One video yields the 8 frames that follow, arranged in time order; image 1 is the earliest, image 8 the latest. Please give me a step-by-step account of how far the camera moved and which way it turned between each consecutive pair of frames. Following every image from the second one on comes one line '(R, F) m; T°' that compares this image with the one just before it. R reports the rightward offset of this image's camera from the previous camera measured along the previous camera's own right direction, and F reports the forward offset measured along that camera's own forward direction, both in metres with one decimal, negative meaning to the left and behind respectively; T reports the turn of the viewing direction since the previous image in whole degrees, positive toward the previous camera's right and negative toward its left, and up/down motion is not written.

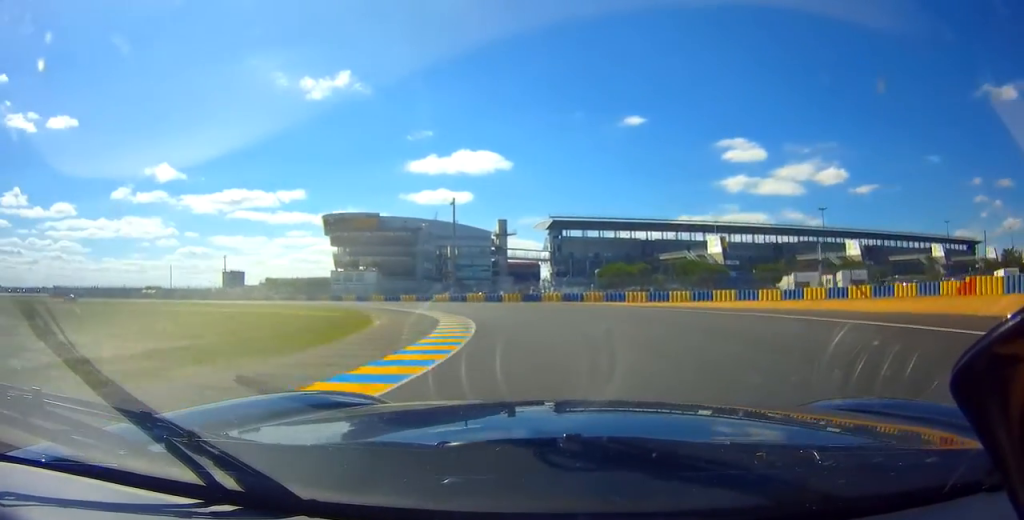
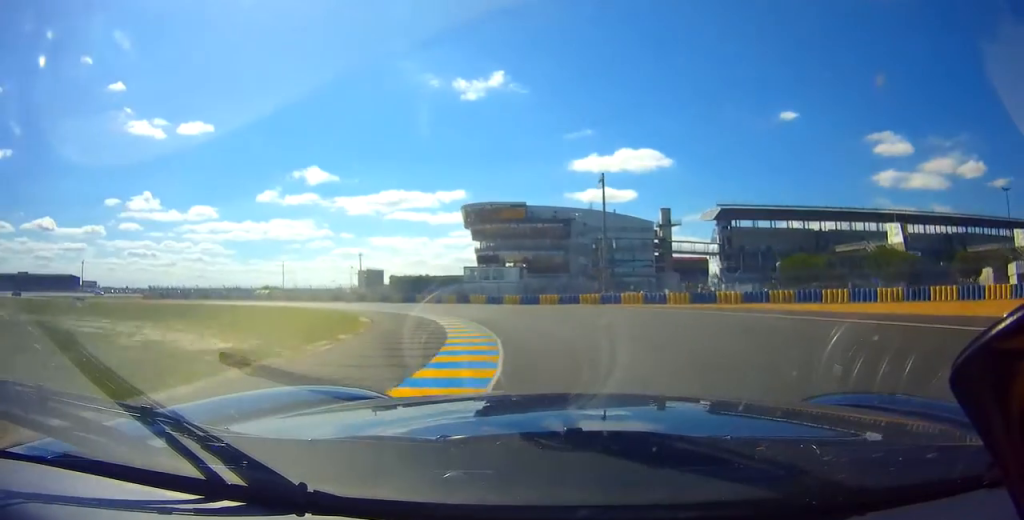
(-1.7, +18.2) m; -17°
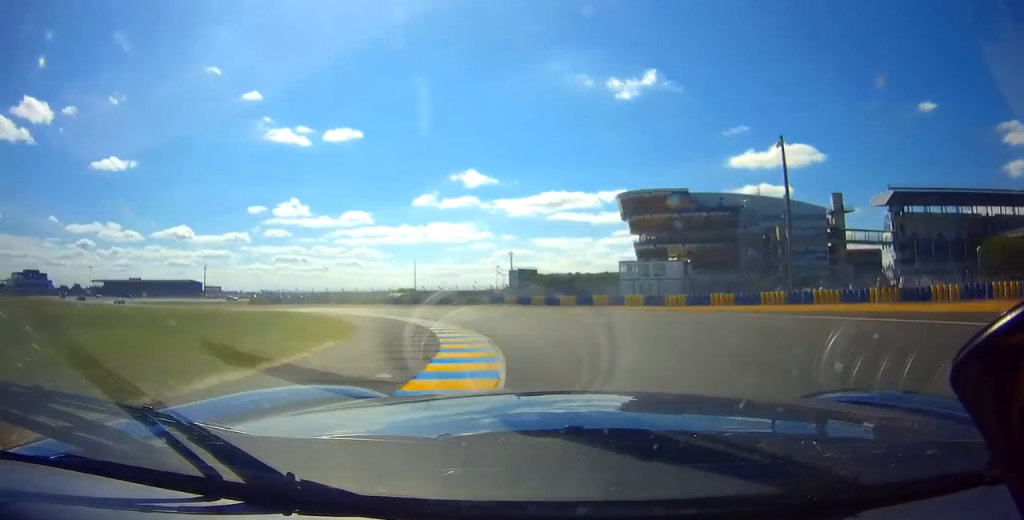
(-3.1, +15.8) m; -15°
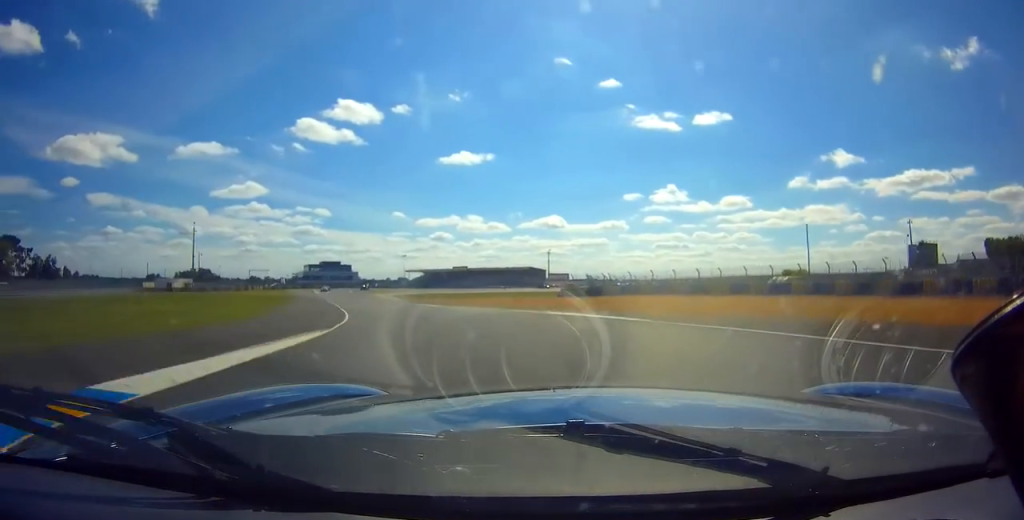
(-14.2, +42.7) m; -32°
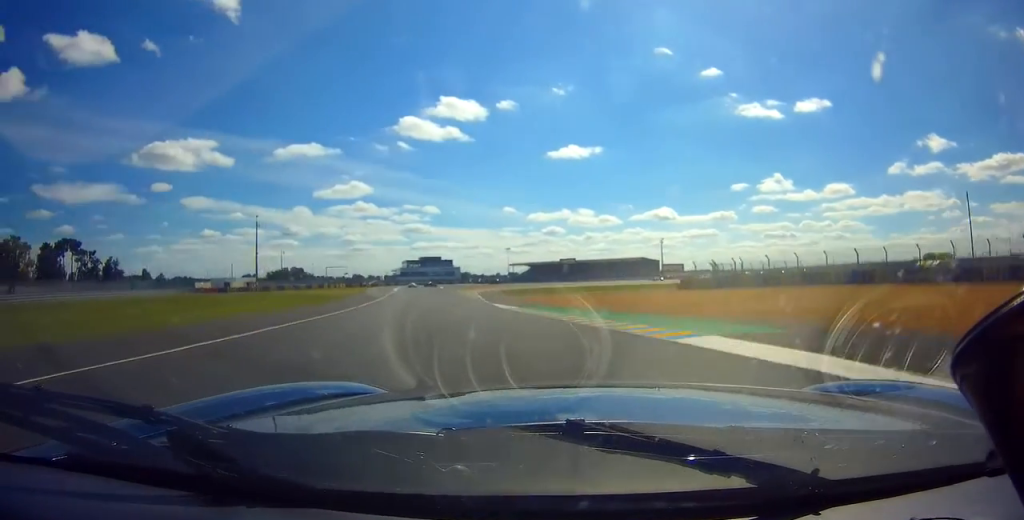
(-1.1, +19.1) m; -9°
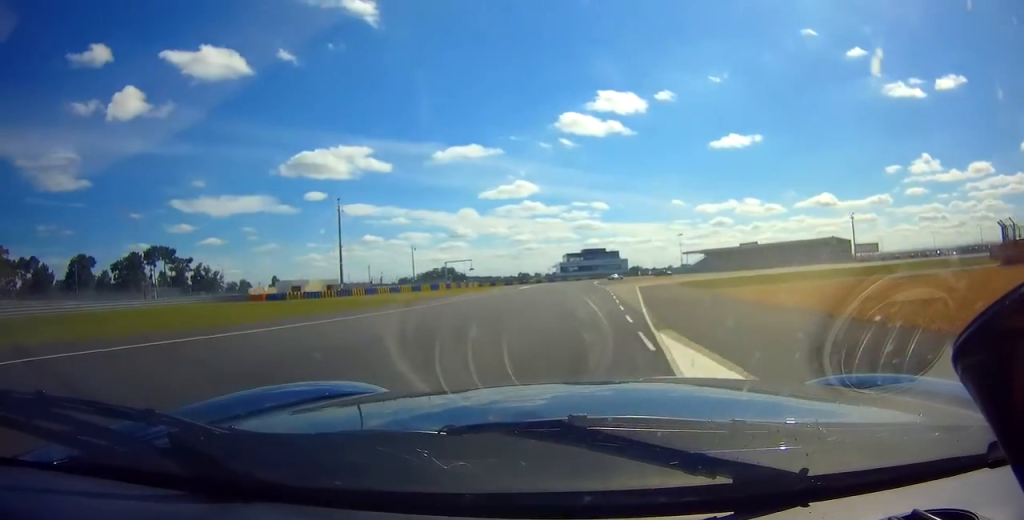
(-4.5, +37.1) m; -9°
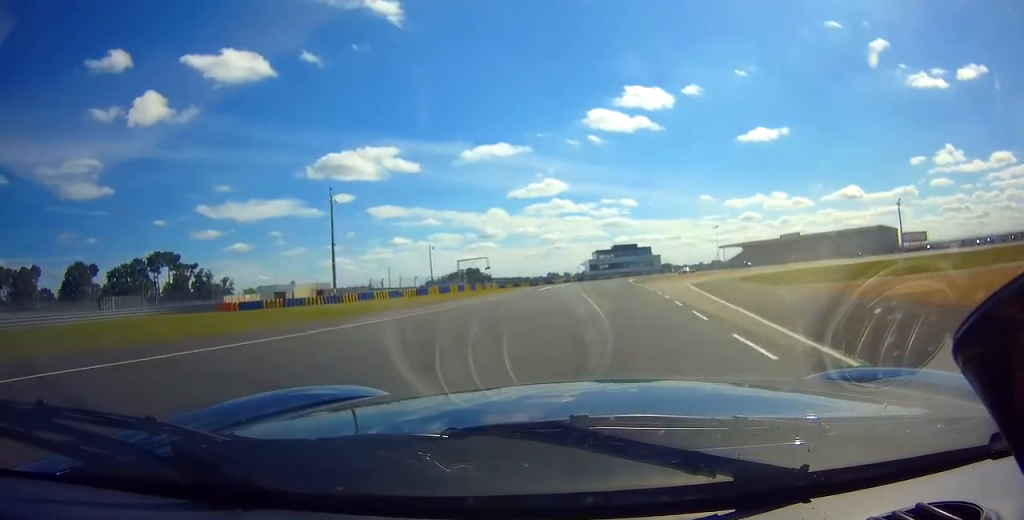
(-0.5, +14.3) m; -1°
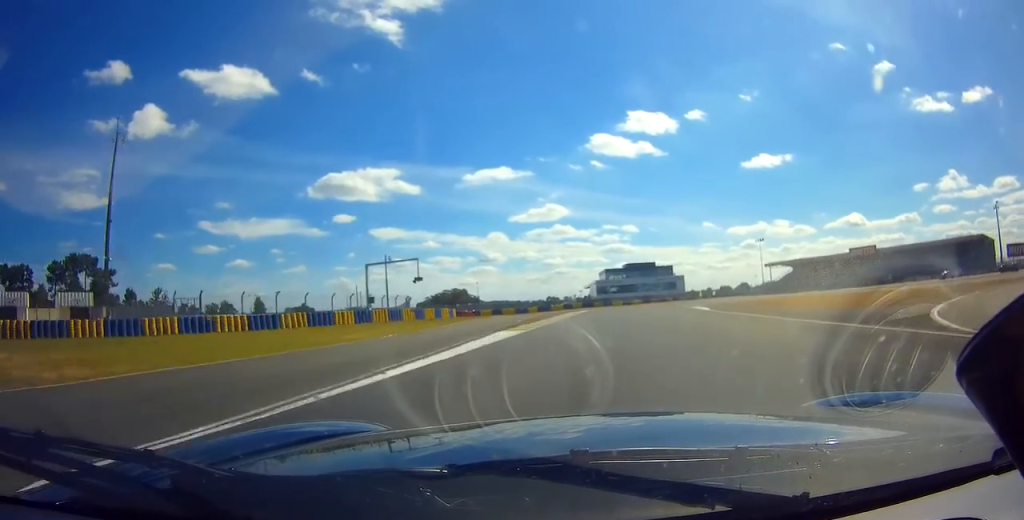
(-0.1, +44.8) m; +4°
